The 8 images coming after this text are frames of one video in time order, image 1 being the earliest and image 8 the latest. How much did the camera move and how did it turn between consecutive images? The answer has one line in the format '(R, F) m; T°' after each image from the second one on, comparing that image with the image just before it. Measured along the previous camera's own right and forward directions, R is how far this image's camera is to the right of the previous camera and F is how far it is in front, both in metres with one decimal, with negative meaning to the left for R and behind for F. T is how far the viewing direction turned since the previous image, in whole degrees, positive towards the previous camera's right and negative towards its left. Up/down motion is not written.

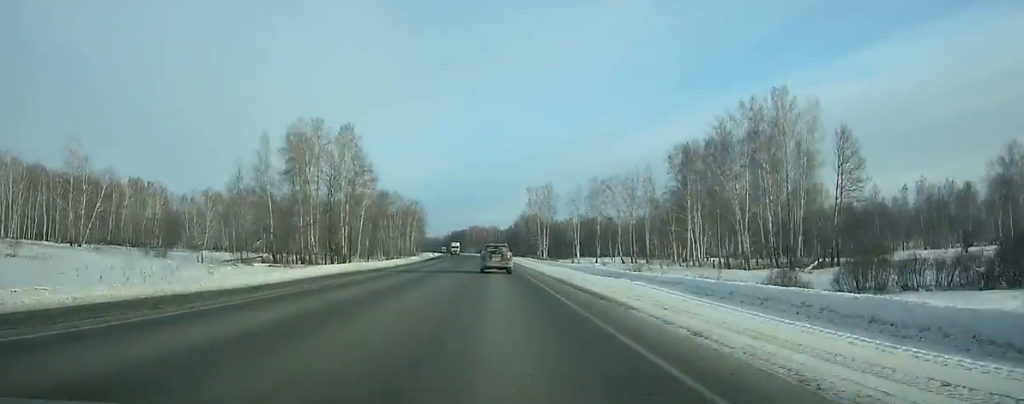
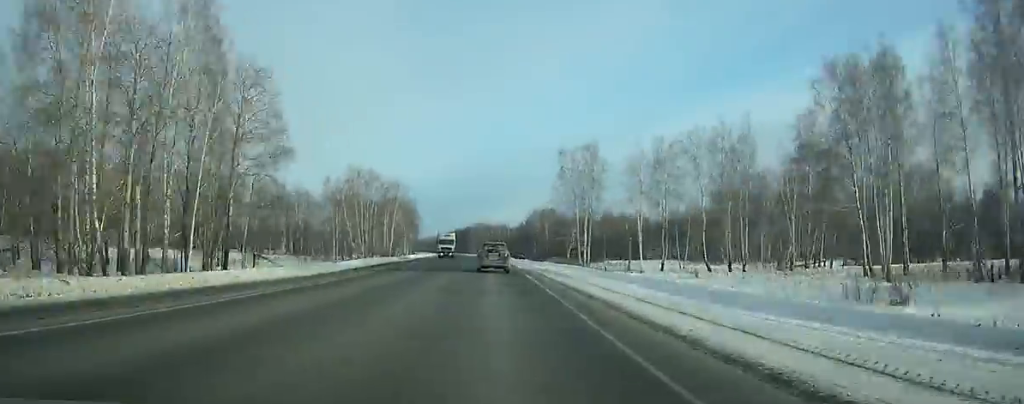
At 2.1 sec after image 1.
(-0.1, +54.3) m; -1°
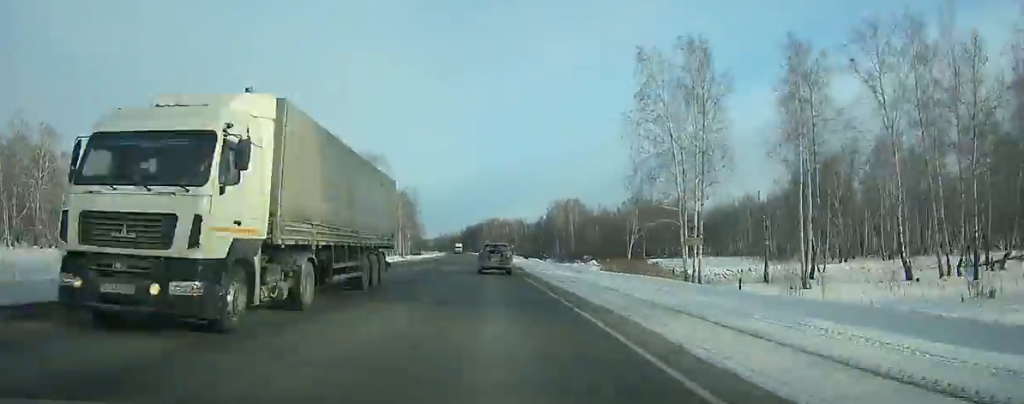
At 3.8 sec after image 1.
(-0.7, +43.9) m; -1°
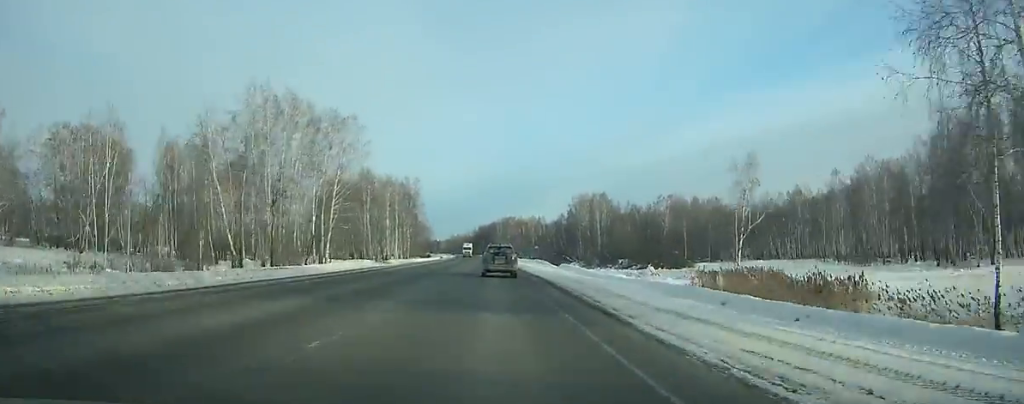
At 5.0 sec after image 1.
(0.0, +31.1) m; -1°
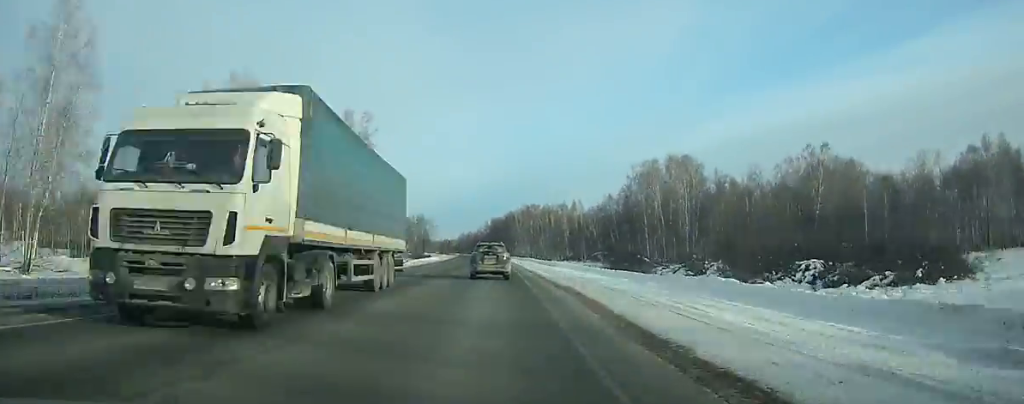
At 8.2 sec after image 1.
(-1.5, +82.4) m; -1°
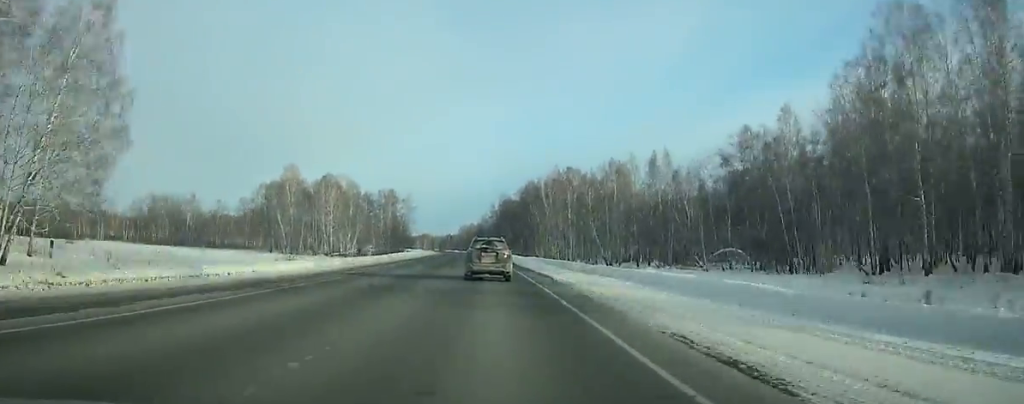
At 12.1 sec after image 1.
(-1.1, +99.1) m; -1°
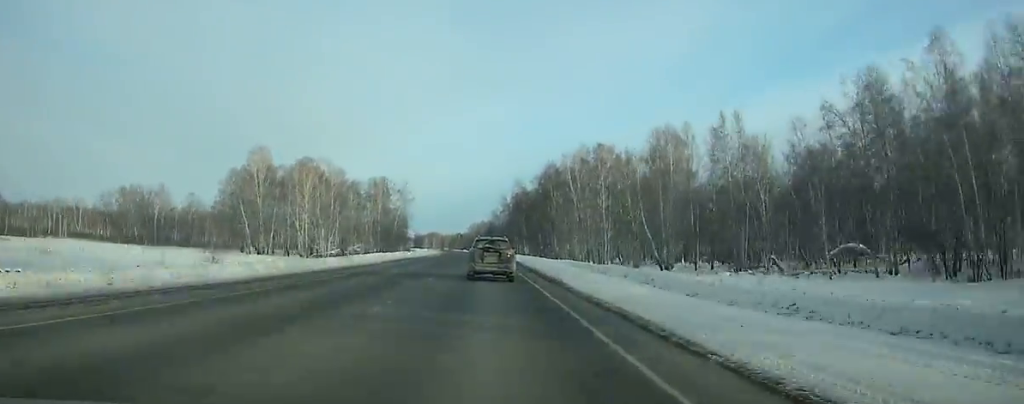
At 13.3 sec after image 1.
(-0.1, +30.0) m; -1°
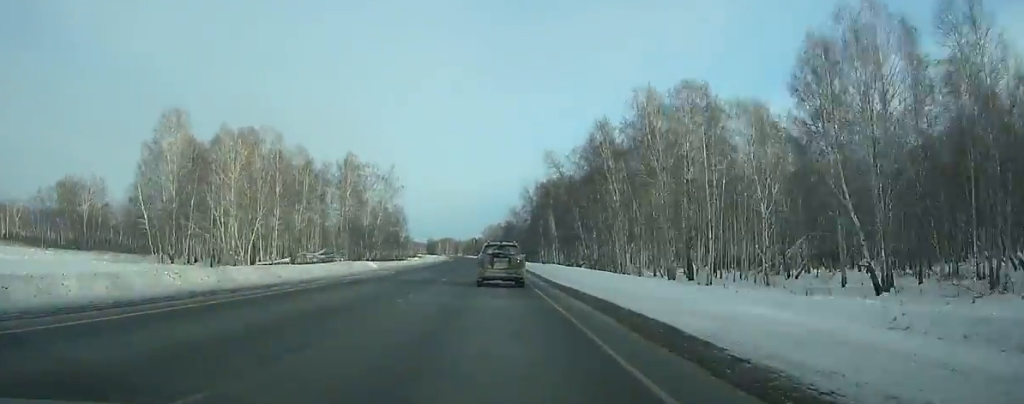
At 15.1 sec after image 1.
(-0.4, +44.7) m; -1°
